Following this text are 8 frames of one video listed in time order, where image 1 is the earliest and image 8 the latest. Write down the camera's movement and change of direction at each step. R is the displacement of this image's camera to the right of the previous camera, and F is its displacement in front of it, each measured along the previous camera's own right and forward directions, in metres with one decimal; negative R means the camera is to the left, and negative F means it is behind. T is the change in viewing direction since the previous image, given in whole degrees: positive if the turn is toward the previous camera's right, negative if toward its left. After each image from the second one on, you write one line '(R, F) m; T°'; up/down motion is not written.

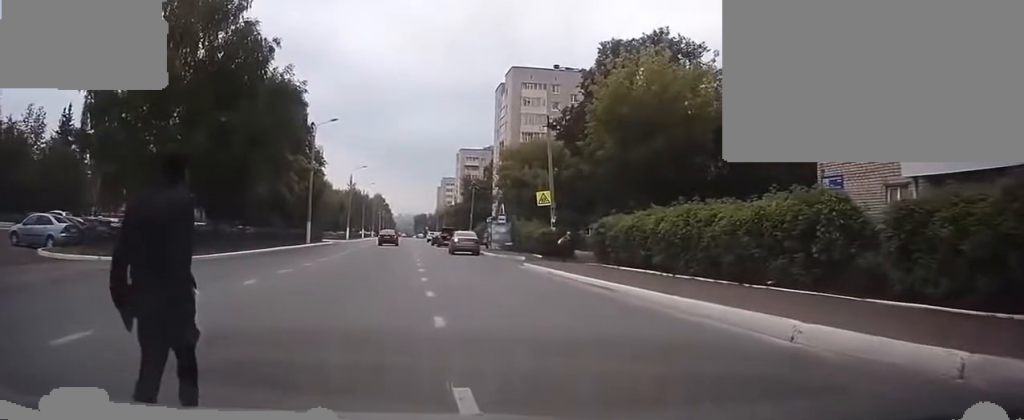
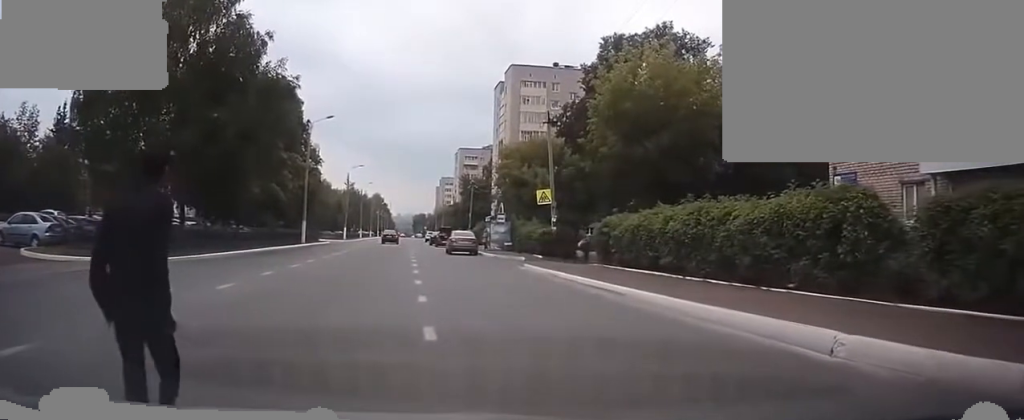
(0.0, +1.5) m; +1°
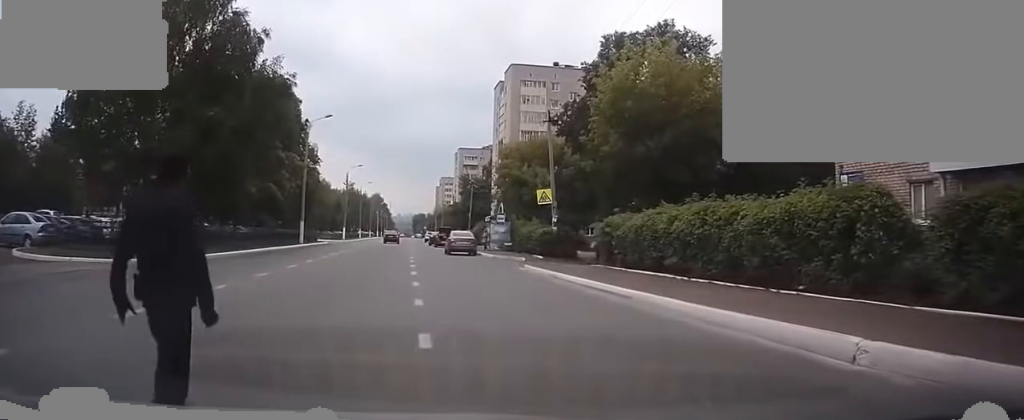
(0.0, +0.8) m; 0°
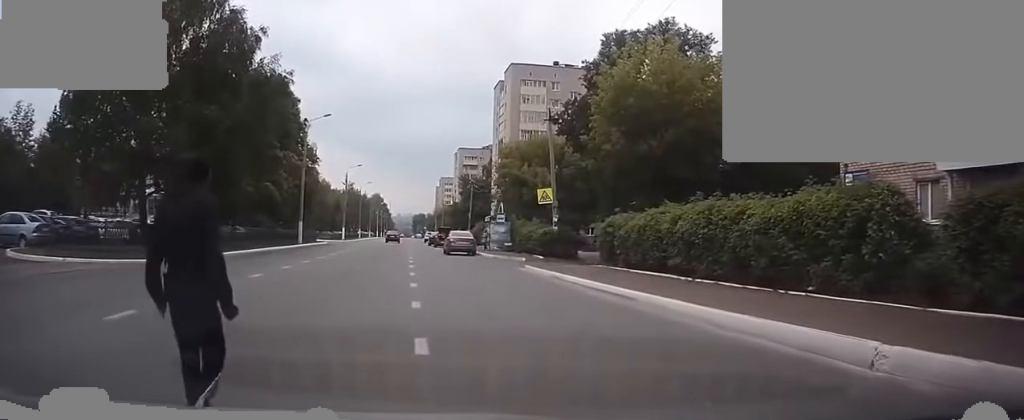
(+0.1, +0.6) m; 0°
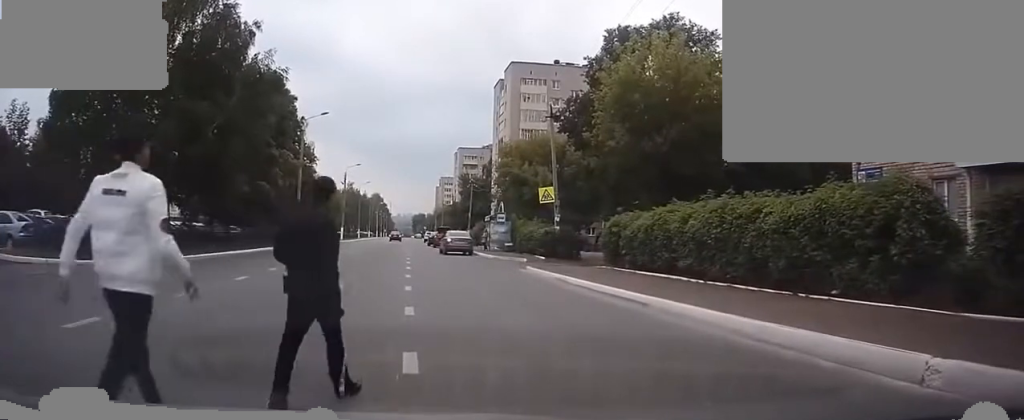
(+0.2, +1.2) m; 0°
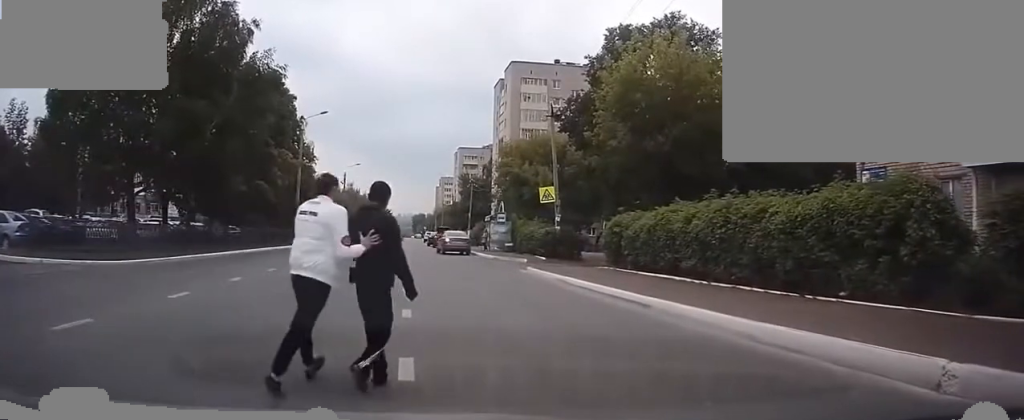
(+0.1, +0.4) m; 0°
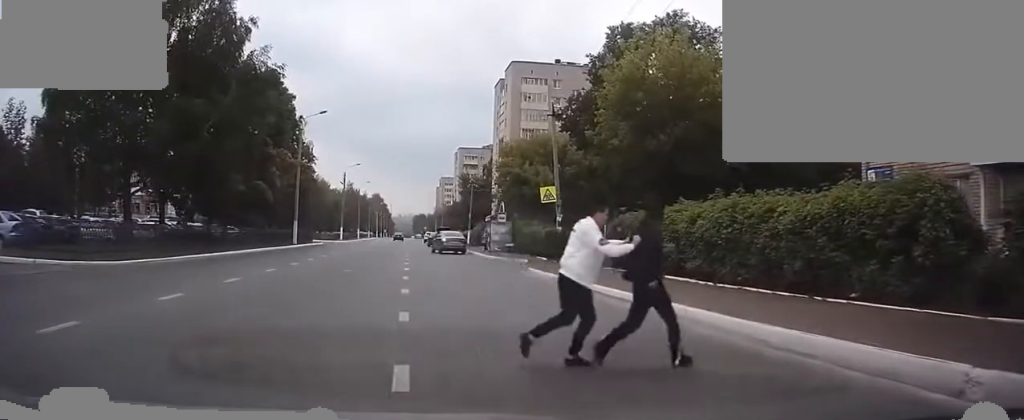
(+0.1, +0.6) m; 0°
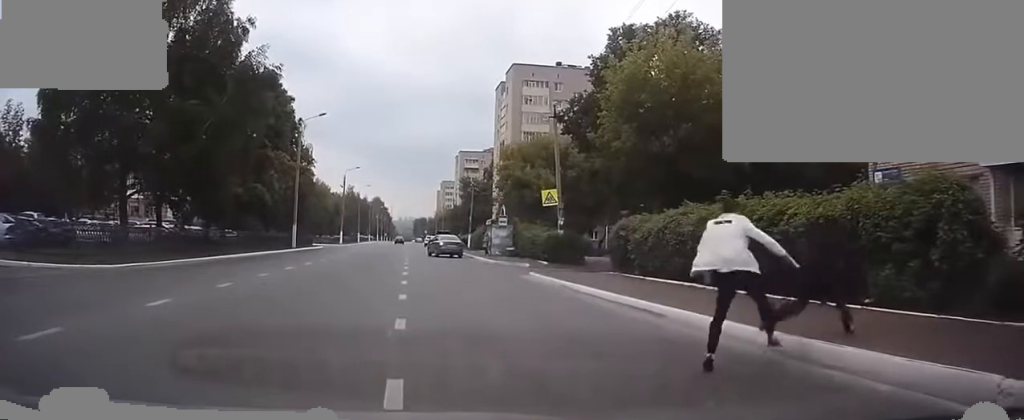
(0.0, +0.4) m; 0°
